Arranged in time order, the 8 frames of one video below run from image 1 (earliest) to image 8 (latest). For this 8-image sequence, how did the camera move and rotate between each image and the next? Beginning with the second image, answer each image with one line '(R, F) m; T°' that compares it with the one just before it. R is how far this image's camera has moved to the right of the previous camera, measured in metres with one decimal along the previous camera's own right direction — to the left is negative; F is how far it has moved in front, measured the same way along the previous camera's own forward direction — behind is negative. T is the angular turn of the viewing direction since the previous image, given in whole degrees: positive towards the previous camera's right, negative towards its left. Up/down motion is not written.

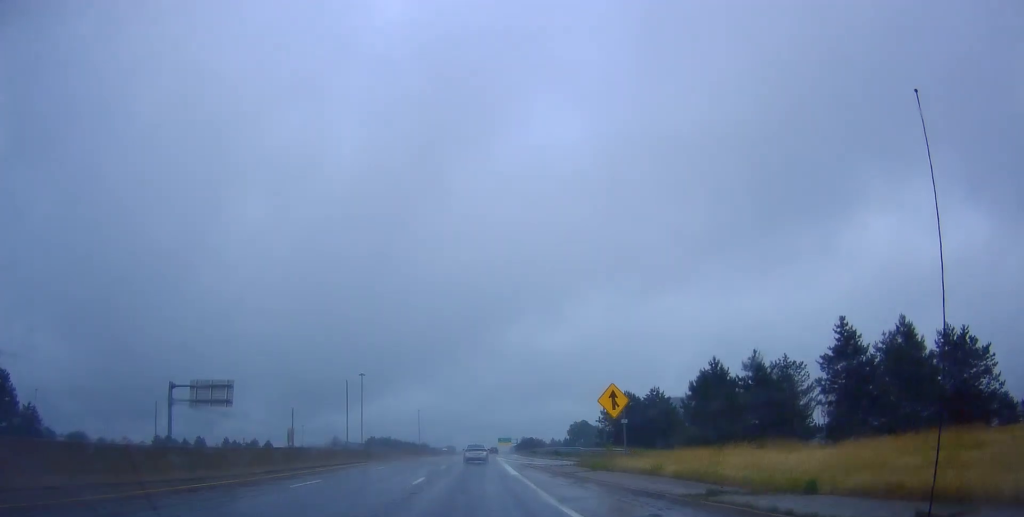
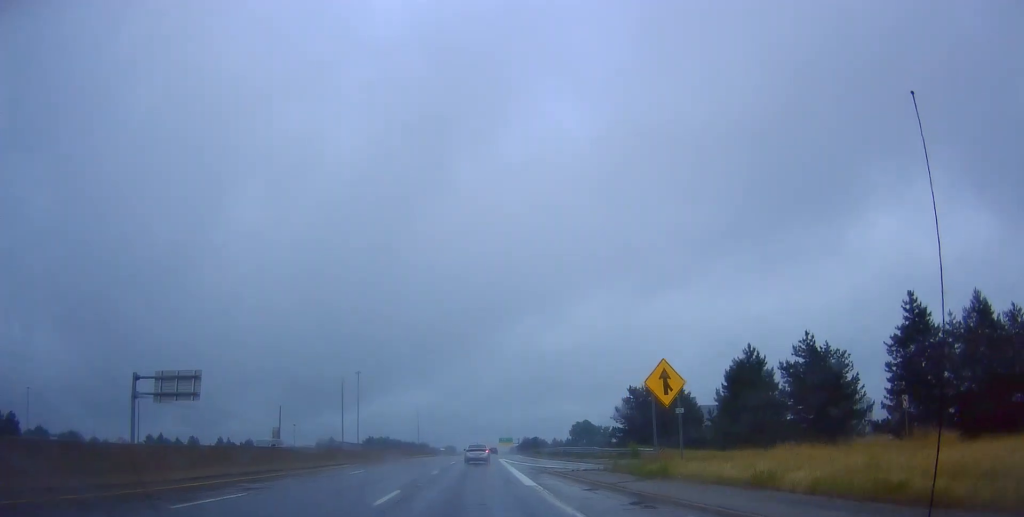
(+0.1, +7.8) m; 0°
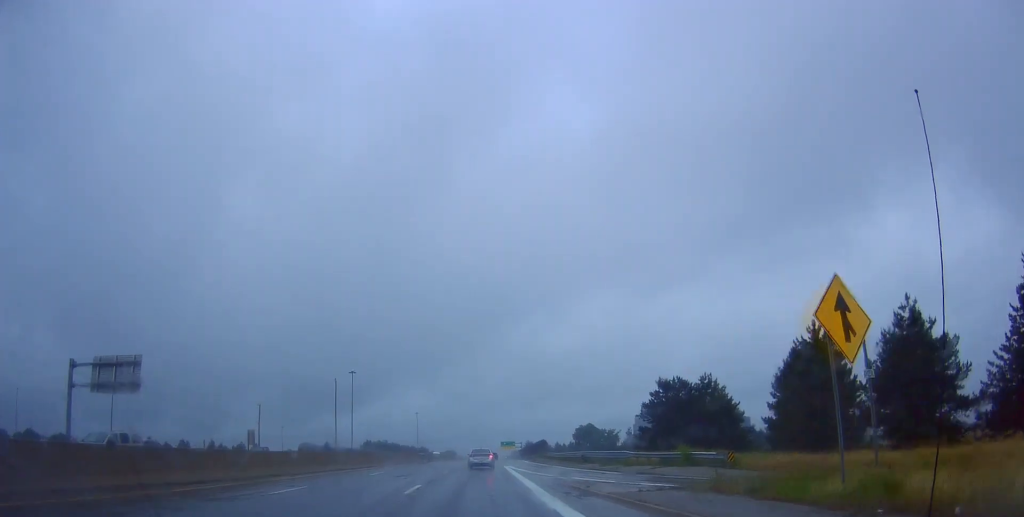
(-0.2, +10.9) m; -1°
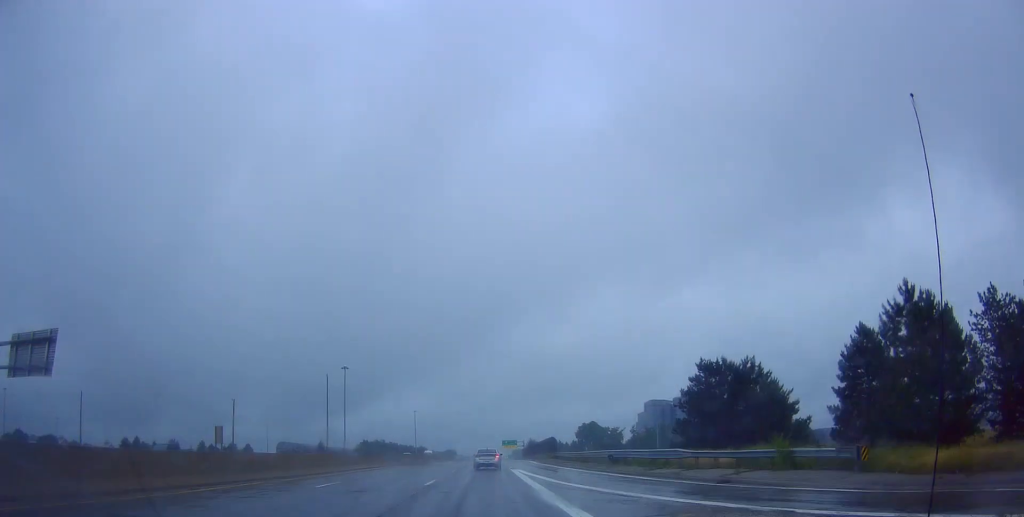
(-0.1, +10.8) m; 0°
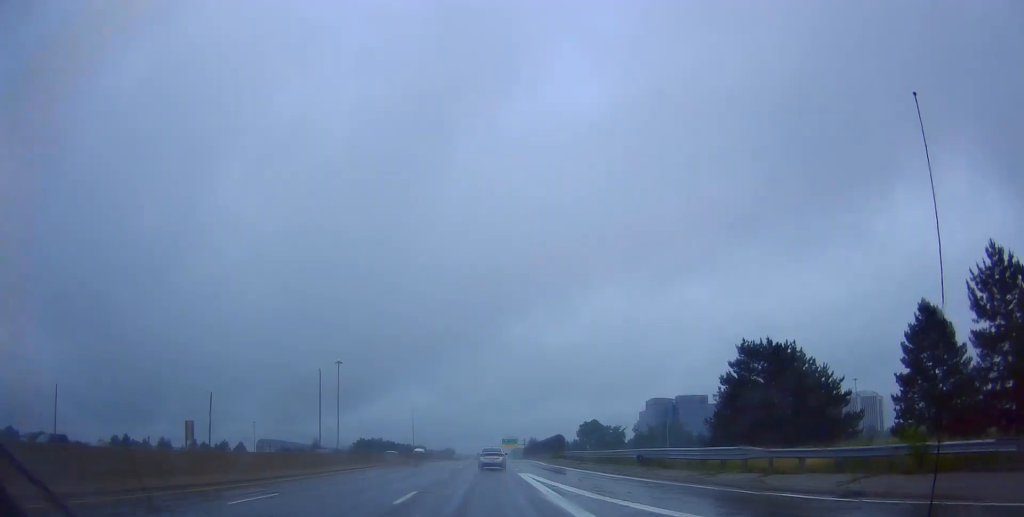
(0.0, +7.8) m; 0°
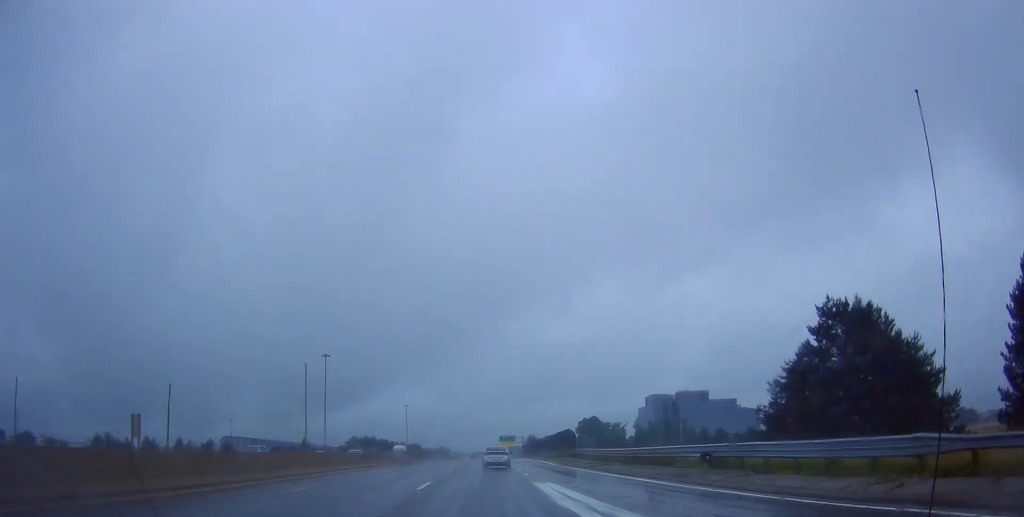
(0.0, +10.8) m; 0°
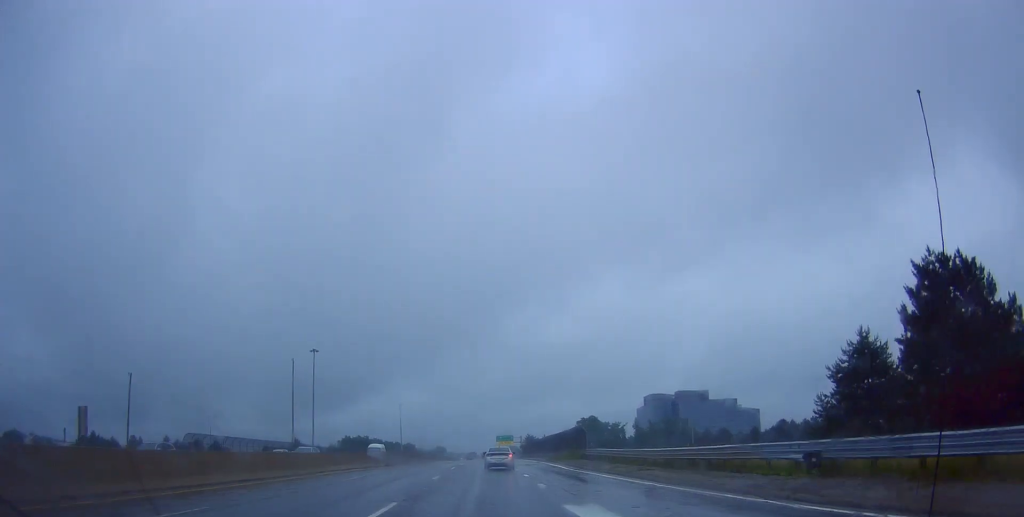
(0.0, +8.4) m; 0°
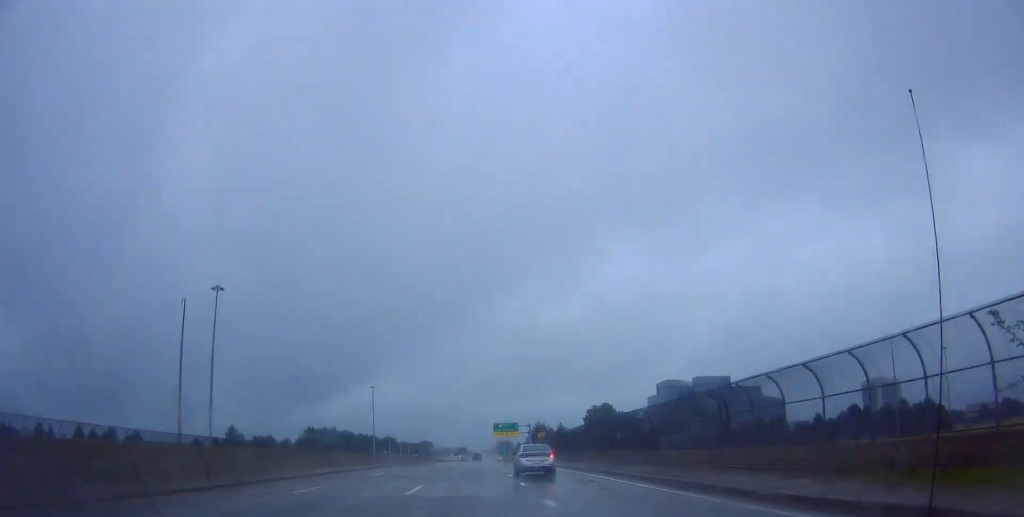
(+1.3, +59.2) m; +4°
